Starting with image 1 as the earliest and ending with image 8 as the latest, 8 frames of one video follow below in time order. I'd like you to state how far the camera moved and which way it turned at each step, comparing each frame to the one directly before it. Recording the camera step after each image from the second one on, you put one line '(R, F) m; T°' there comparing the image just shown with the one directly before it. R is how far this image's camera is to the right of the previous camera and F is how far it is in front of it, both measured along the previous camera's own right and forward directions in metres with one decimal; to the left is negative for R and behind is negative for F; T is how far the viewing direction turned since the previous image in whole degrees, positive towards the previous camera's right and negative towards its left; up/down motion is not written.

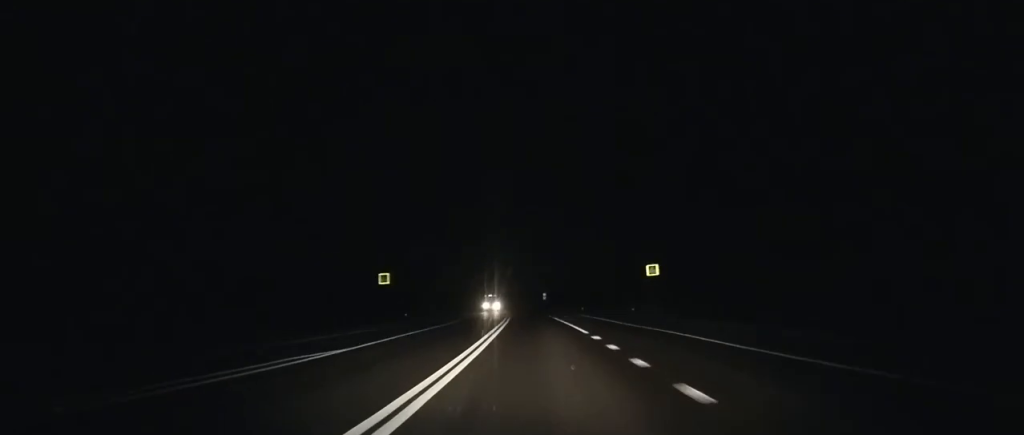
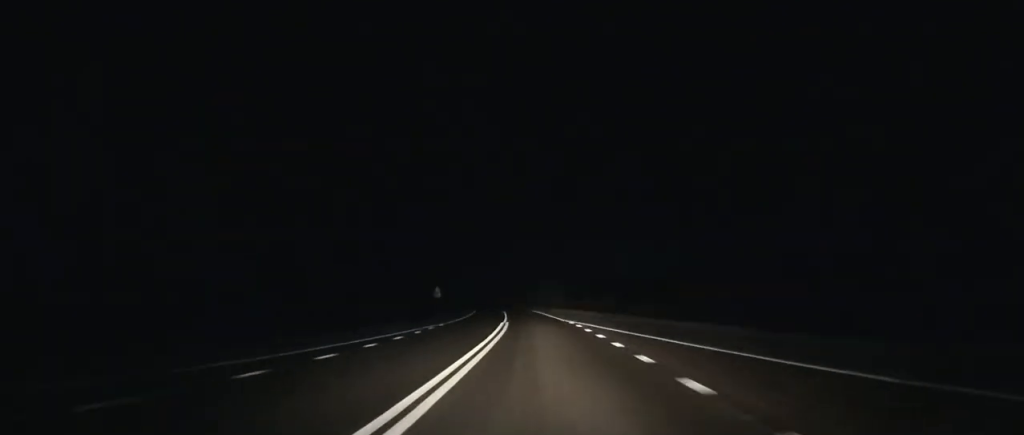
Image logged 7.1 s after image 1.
(-15.4, +188.5) m; -11°
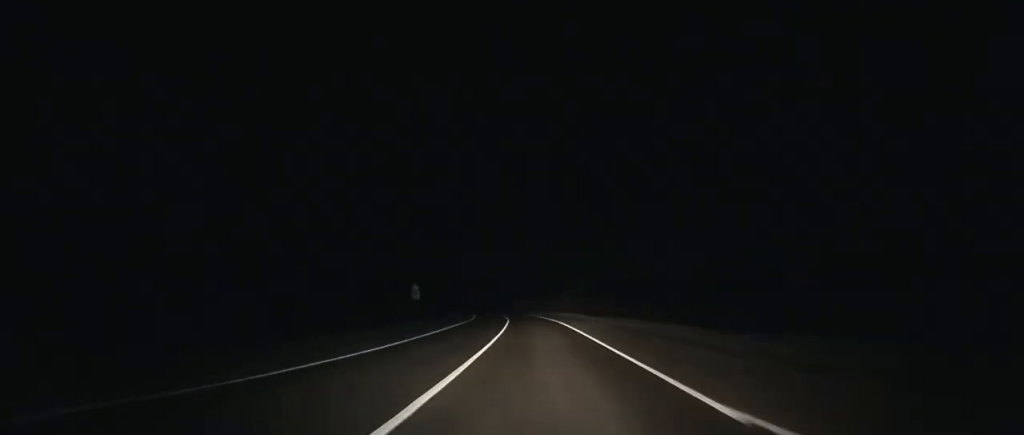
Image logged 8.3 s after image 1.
(-1.4, +31.0) m; -2°
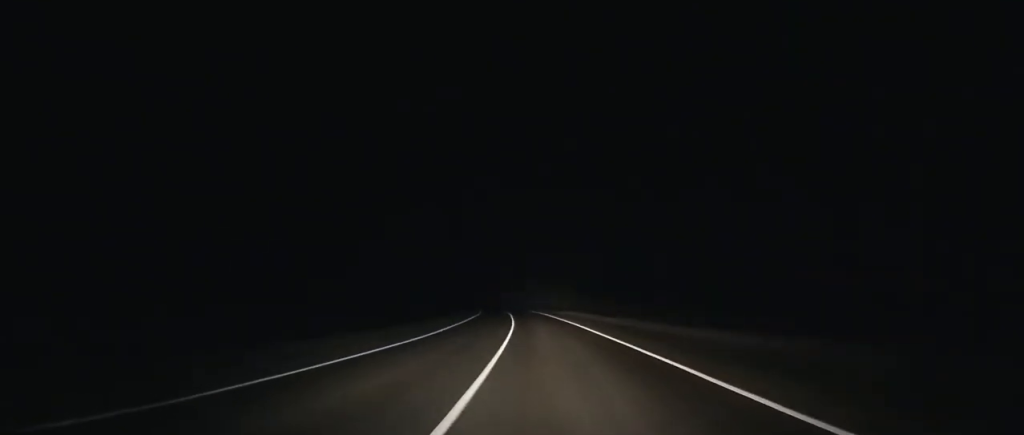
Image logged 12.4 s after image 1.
(-6.0, +100.7) m; -7°
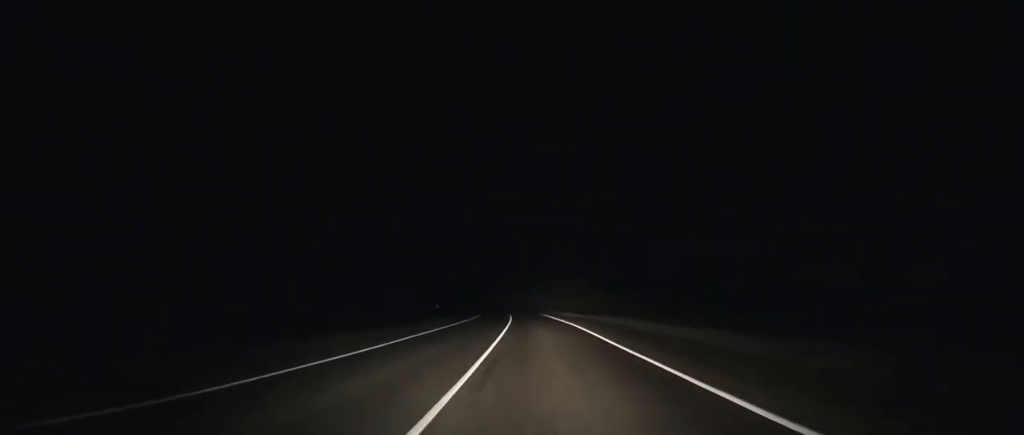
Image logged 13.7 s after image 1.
(-0.8, +30.7) m; -2°
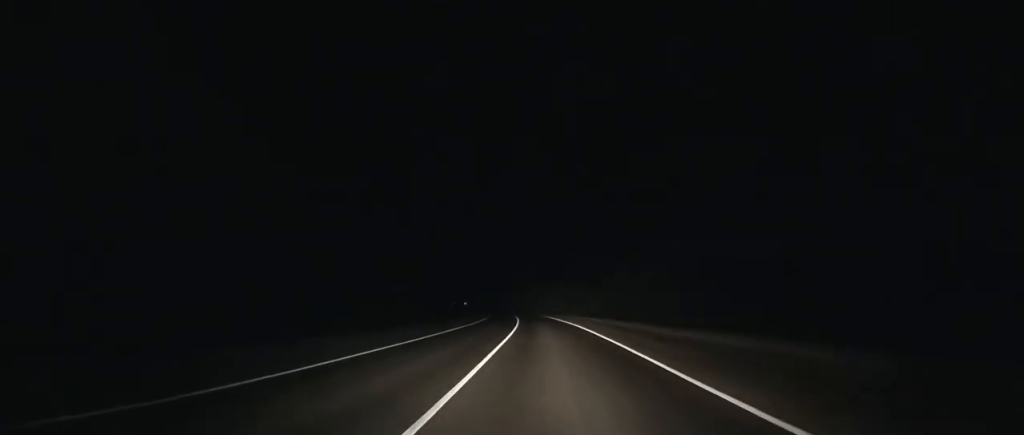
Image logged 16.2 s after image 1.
(-1.5, +58.7) m; -3°
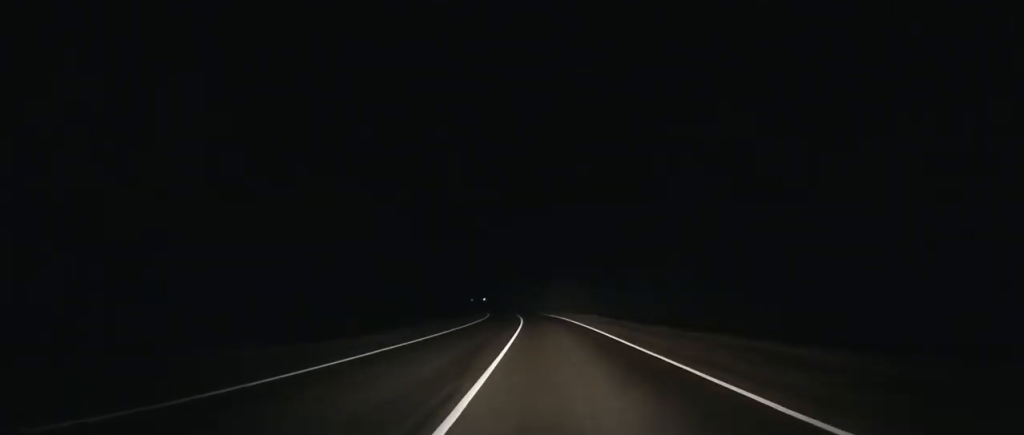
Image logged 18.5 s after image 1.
(-1.4, +54.1) m; -3°
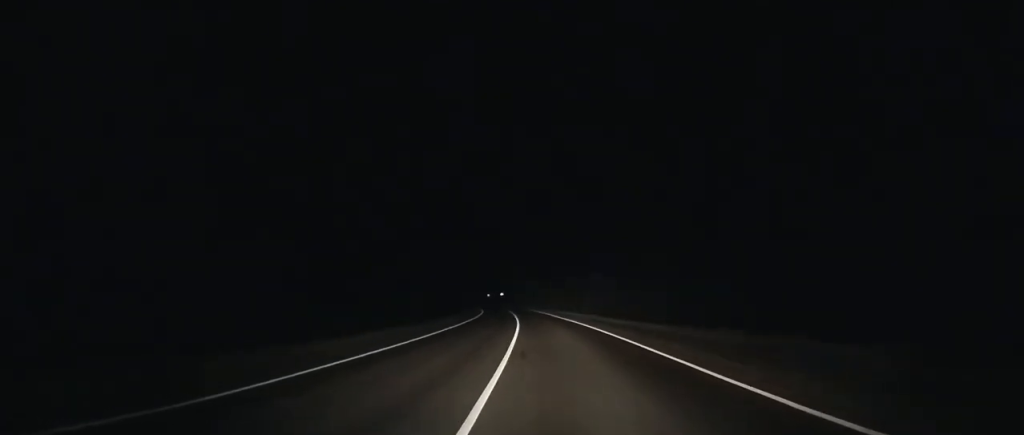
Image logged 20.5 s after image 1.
(-1.4, +47.2) m; -3°
